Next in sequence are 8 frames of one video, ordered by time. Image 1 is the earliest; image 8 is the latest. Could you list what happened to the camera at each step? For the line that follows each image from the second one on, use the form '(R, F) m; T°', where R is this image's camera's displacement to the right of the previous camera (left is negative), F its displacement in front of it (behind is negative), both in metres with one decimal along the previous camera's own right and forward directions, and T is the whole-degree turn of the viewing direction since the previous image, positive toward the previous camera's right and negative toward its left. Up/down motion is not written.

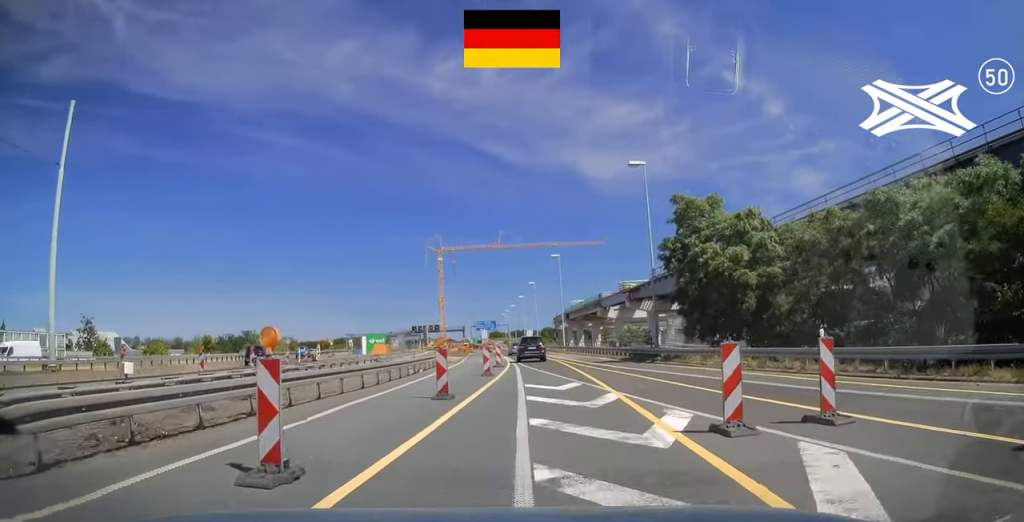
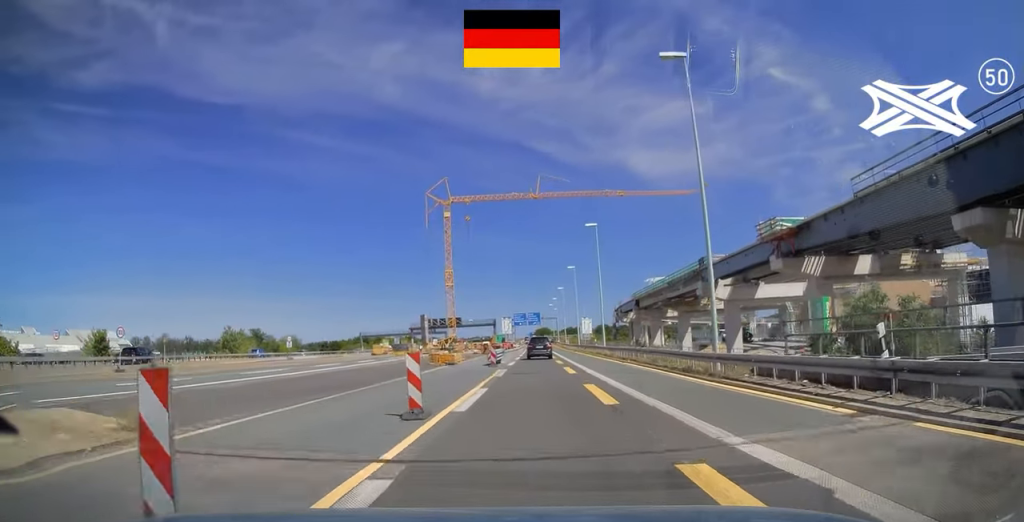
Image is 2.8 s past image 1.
(-1.0, +53.5) m; -5°
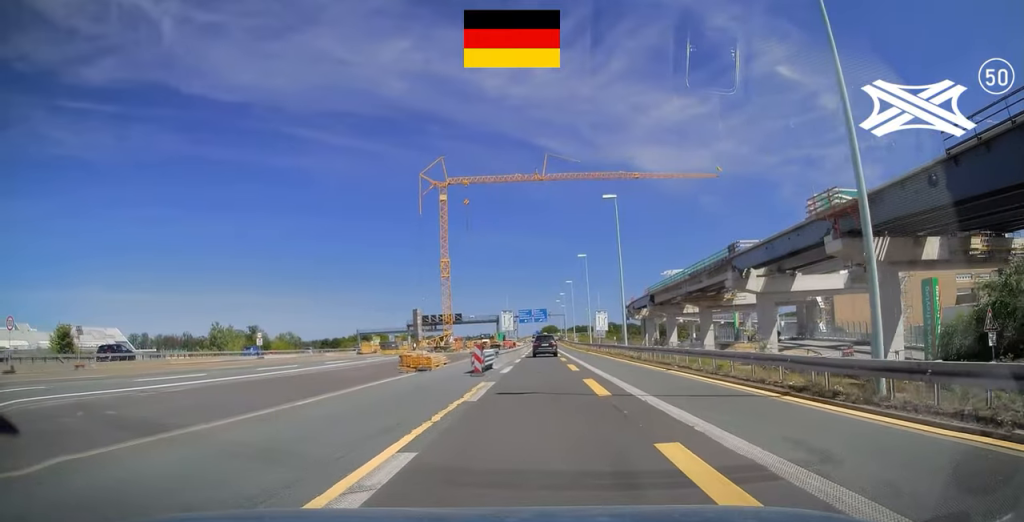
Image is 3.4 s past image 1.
(0.0, +10.7) m; 0°
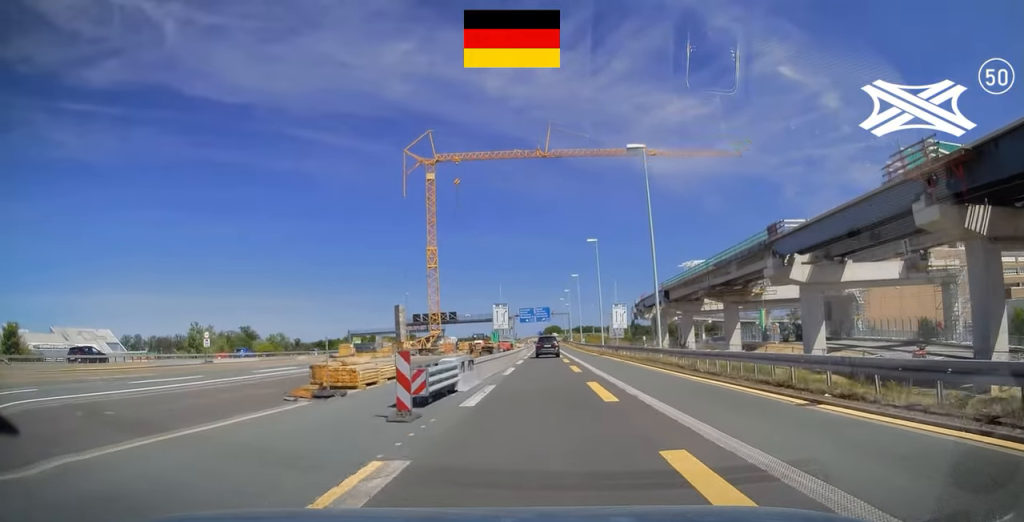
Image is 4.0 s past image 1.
(0.0, +12.5) m; 0°
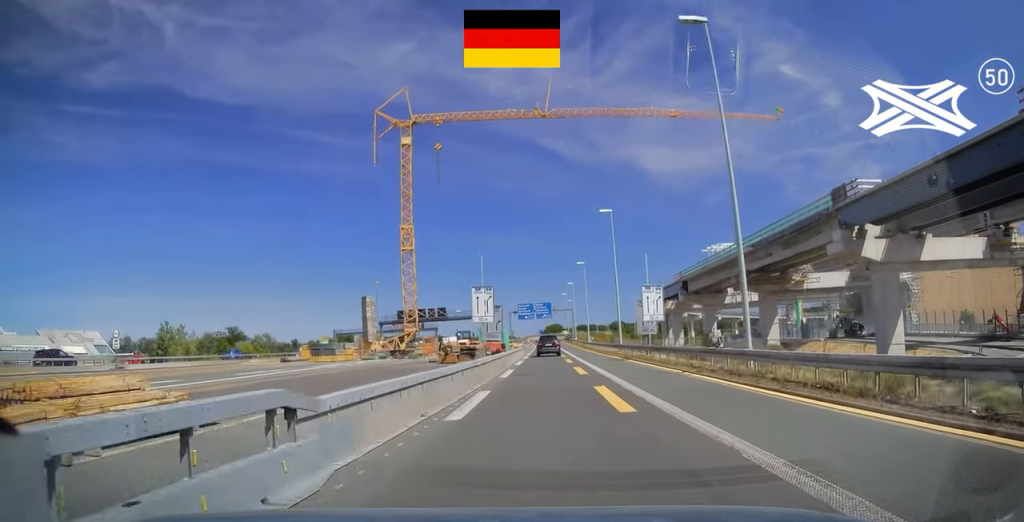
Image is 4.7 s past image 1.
(0.0, +14.5) m; -1°
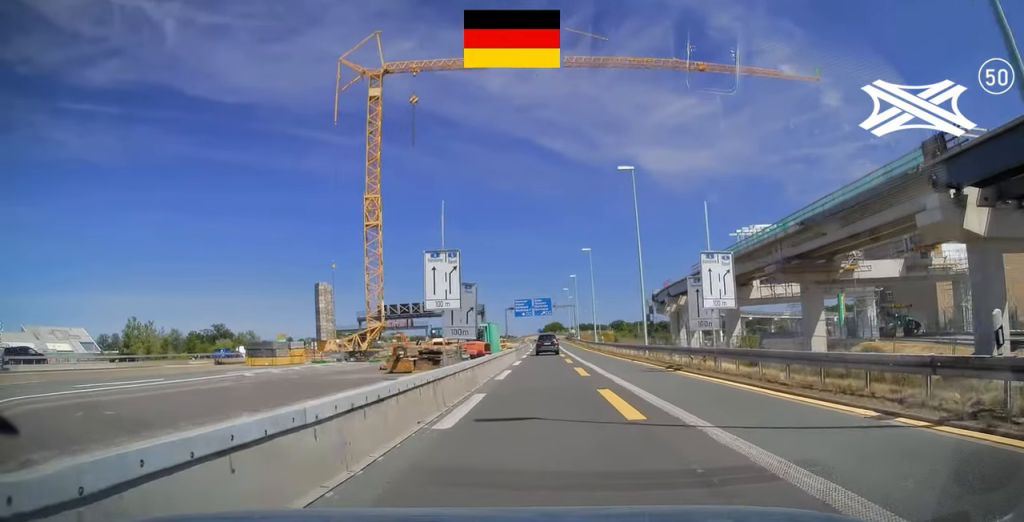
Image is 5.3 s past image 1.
(-0.2, +13.0) m; 0°
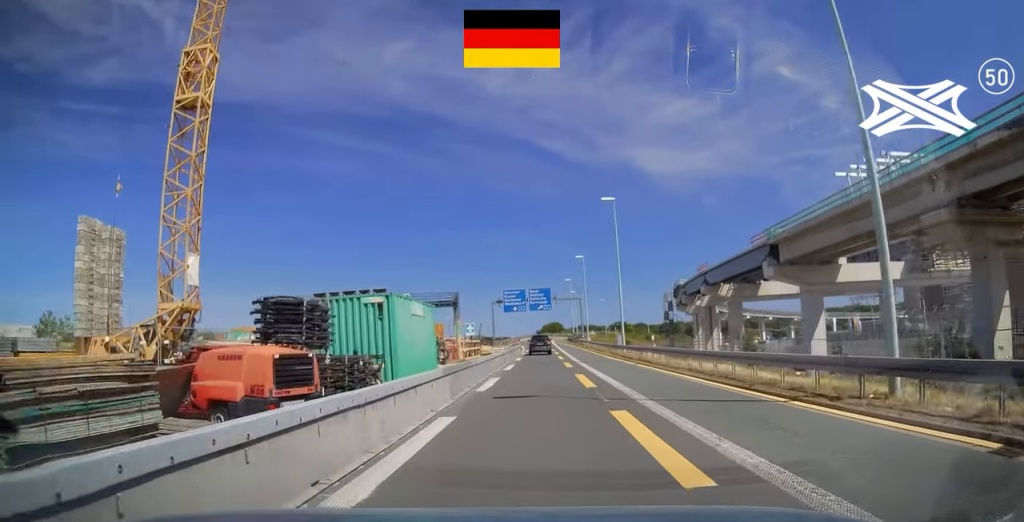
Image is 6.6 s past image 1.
(+0.1, +28.0) m; +1°
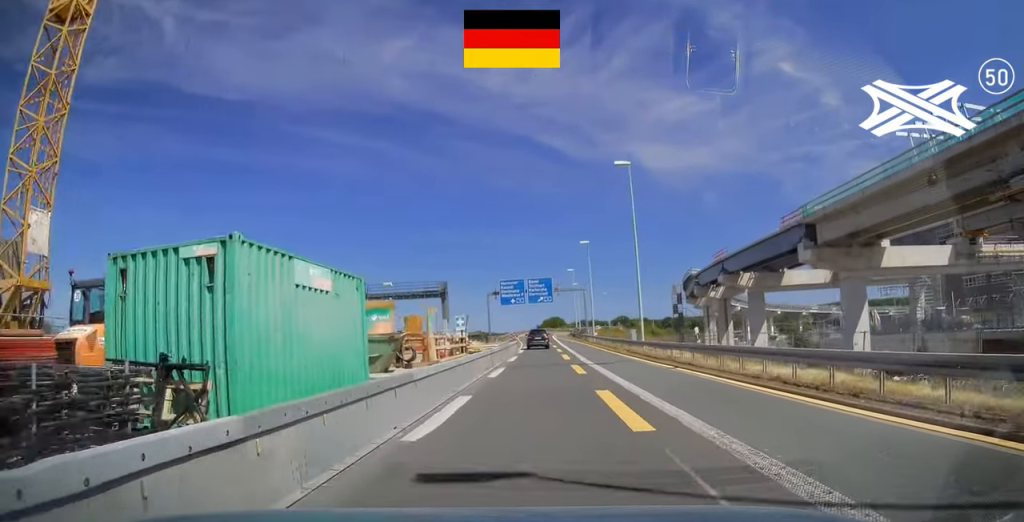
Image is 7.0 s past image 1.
(+0.1, +8.7) m; 0°
